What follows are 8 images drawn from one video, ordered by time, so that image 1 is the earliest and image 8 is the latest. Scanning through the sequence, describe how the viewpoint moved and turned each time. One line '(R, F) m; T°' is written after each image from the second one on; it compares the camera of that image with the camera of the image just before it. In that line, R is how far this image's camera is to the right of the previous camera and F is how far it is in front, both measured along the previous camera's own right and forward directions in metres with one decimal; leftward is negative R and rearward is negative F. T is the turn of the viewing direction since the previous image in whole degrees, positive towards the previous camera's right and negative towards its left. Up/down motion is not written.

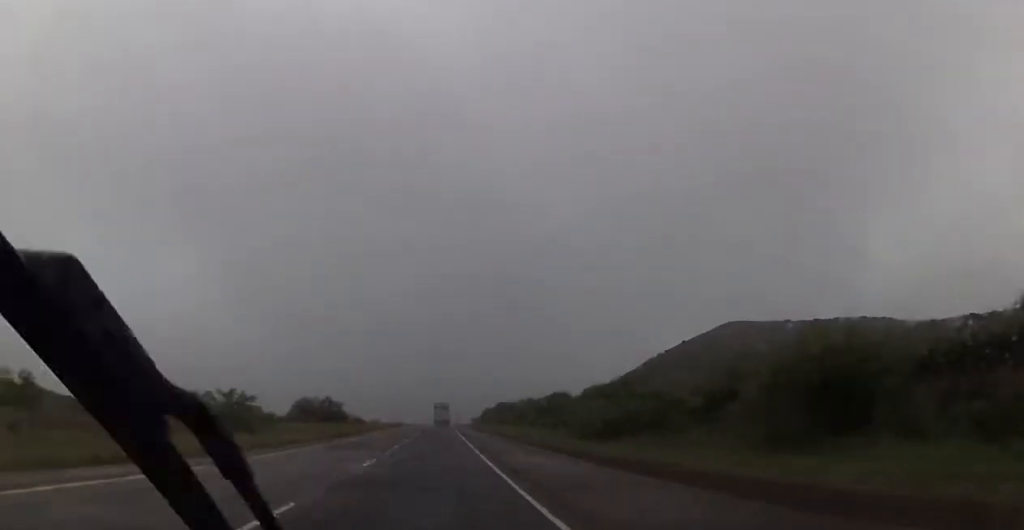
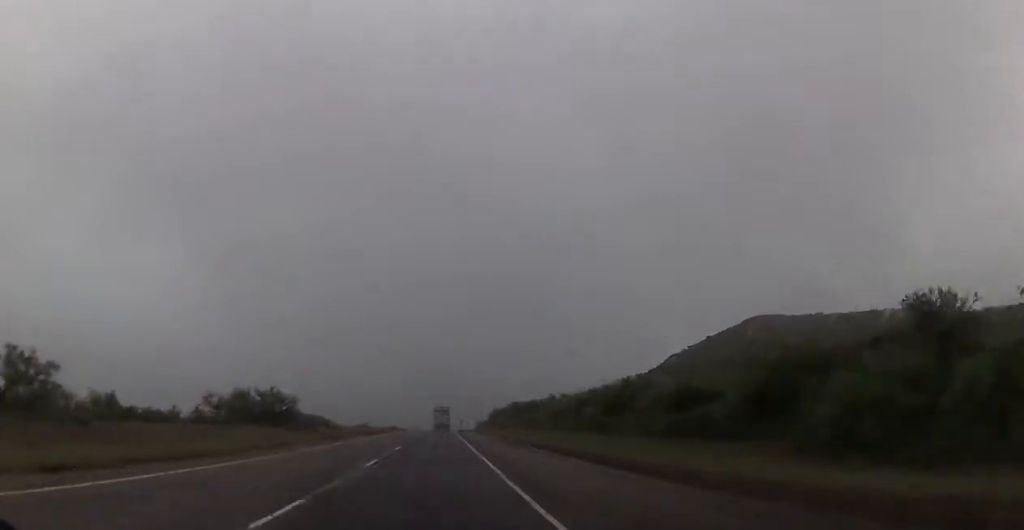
(+0.4, +36.0) m; 0°
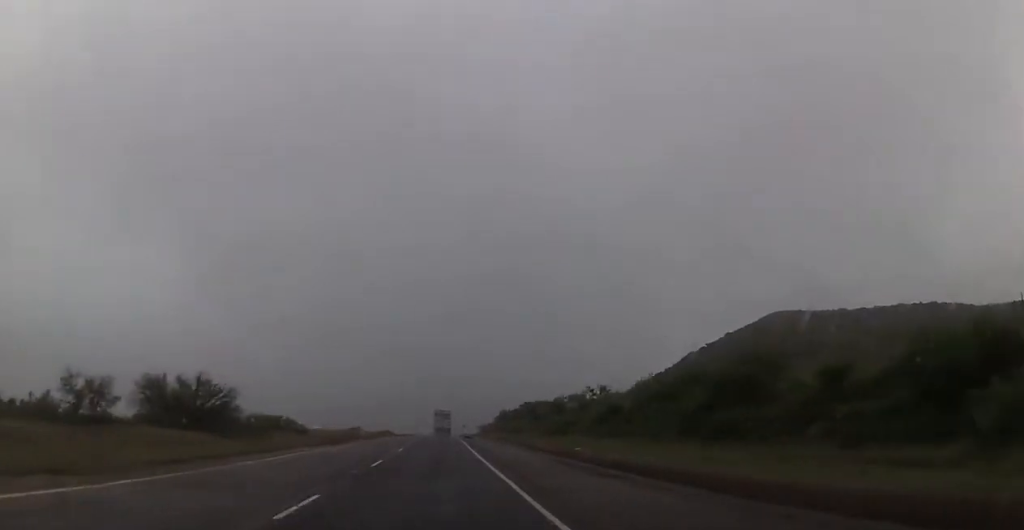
(-0.3, +23.6) m; 0°
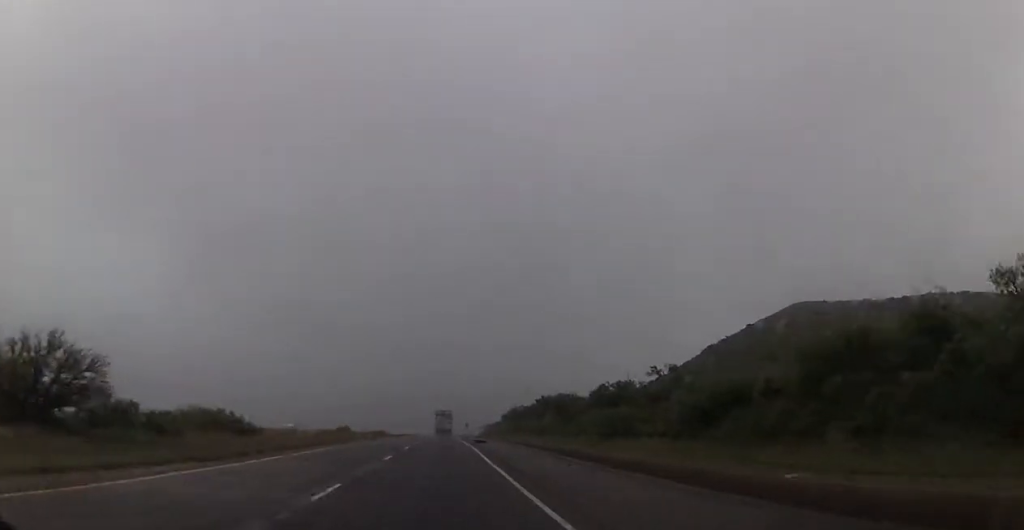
(0.0, +22.6) m; 0°
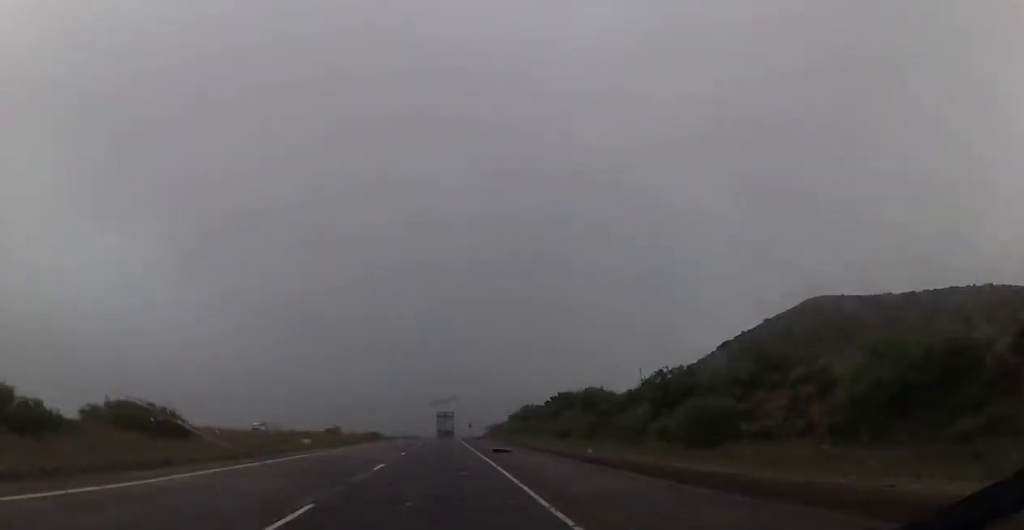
(+0.1, +15.9) m; 0°
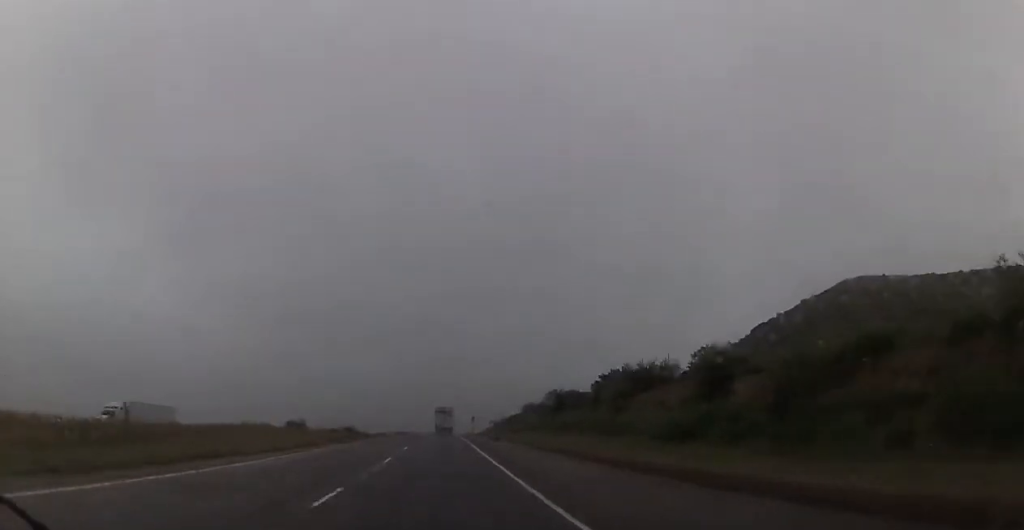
(0.0, +34.0) m; -1°
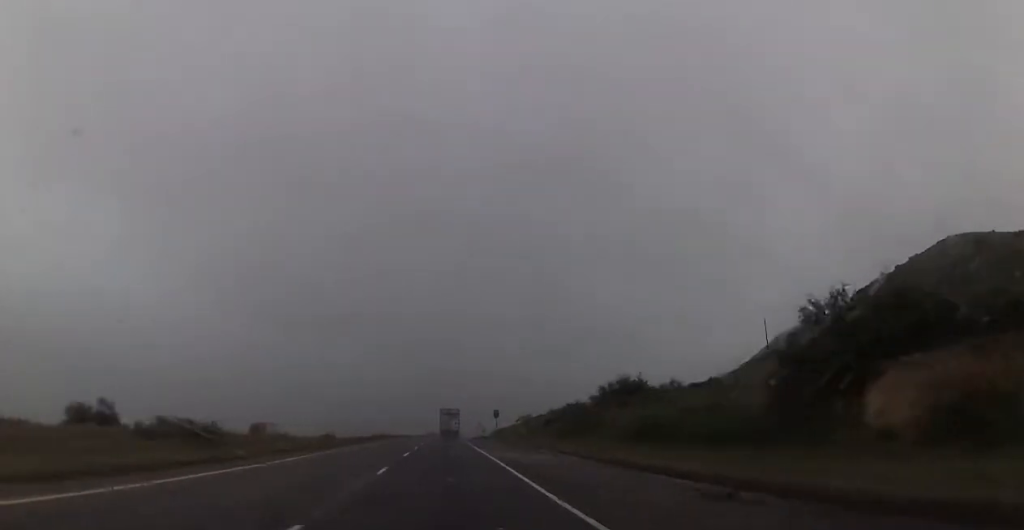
(0.0, +65.9) m; +1°
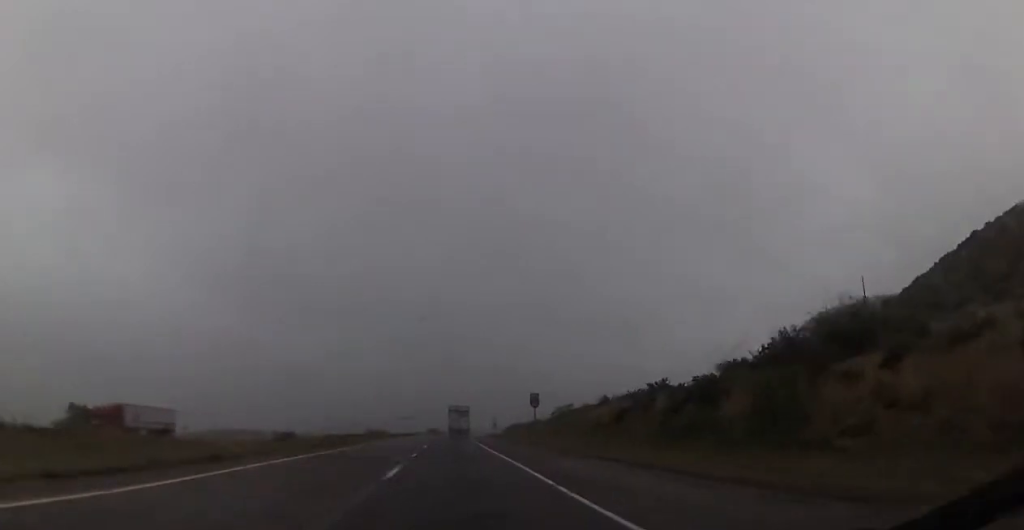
(+0.3, +37.8) m; -1°
